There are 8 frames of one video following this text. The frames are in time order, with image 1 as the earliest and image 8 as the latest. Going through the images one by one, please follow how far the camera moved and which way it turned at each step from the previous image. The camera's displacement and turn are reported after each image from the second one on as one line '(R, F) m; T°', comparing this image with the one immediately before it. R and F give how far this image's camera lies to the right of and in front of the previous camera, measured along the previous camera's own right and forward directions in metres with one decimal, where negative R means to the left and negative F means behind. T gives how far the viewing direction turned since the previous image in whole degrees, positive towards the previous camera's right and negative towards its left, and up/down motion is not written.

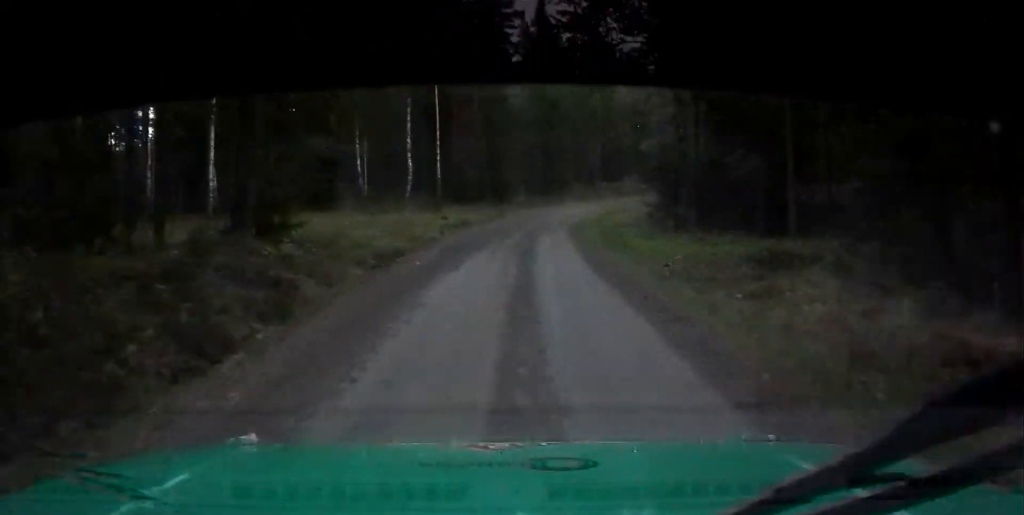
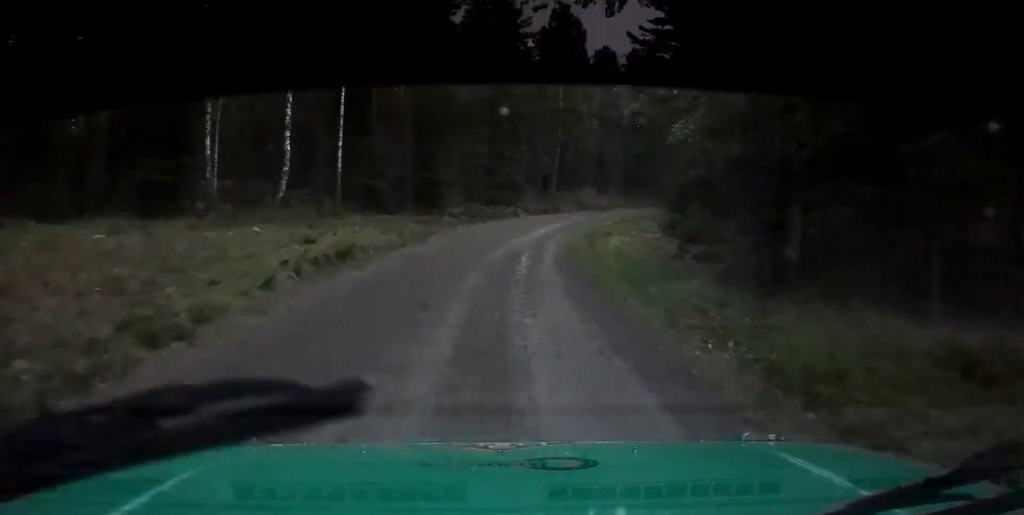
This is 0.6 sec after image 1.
(-0.6, +18.7) m; +1°
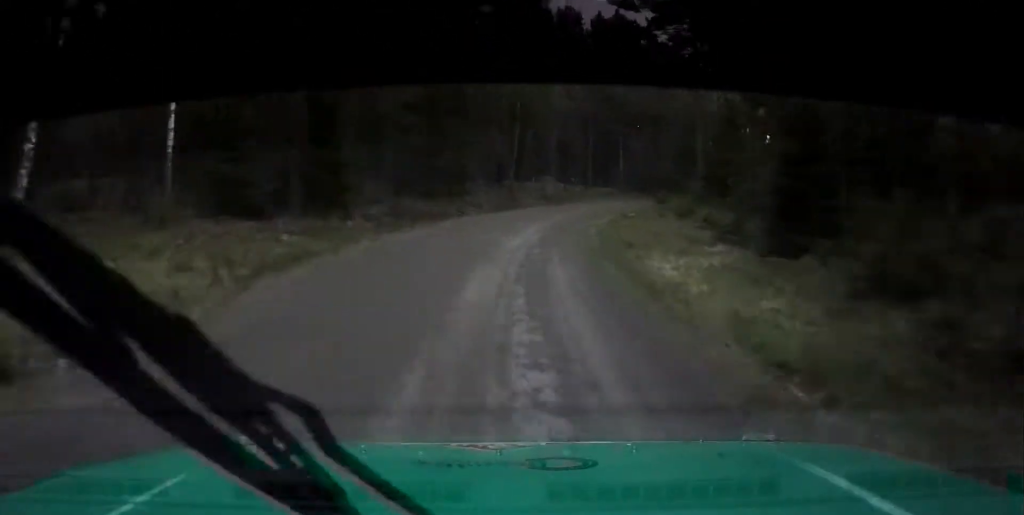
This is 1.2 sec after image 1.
(-0.2, +16.7) m; +2°
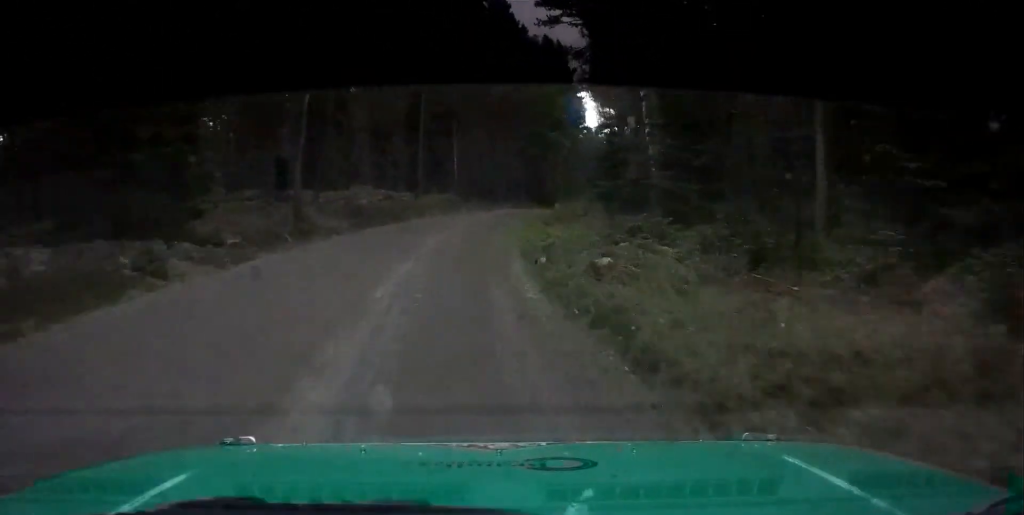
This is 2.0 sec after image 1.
(+0.6, +22.4) m; +7°
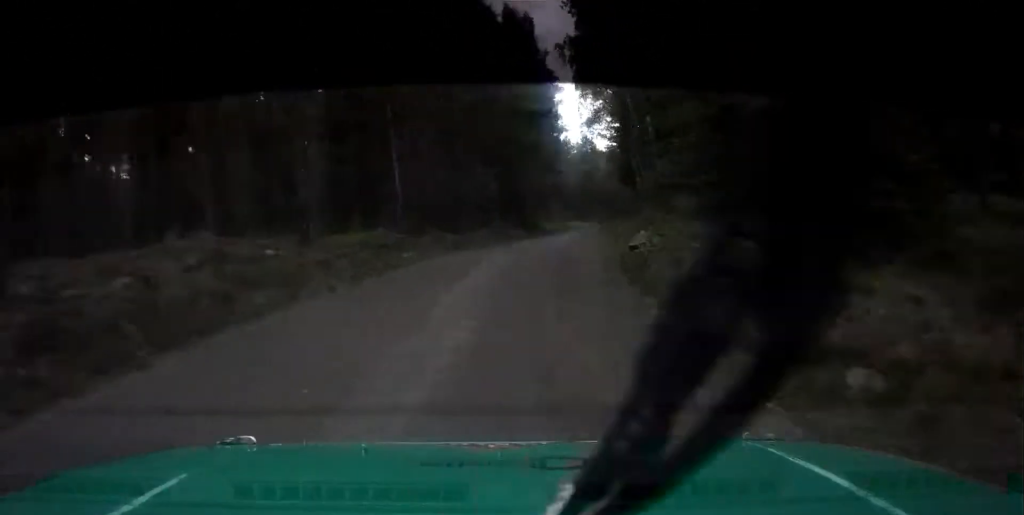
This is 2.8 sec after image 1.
(+2.1, +23.5) m; +9°
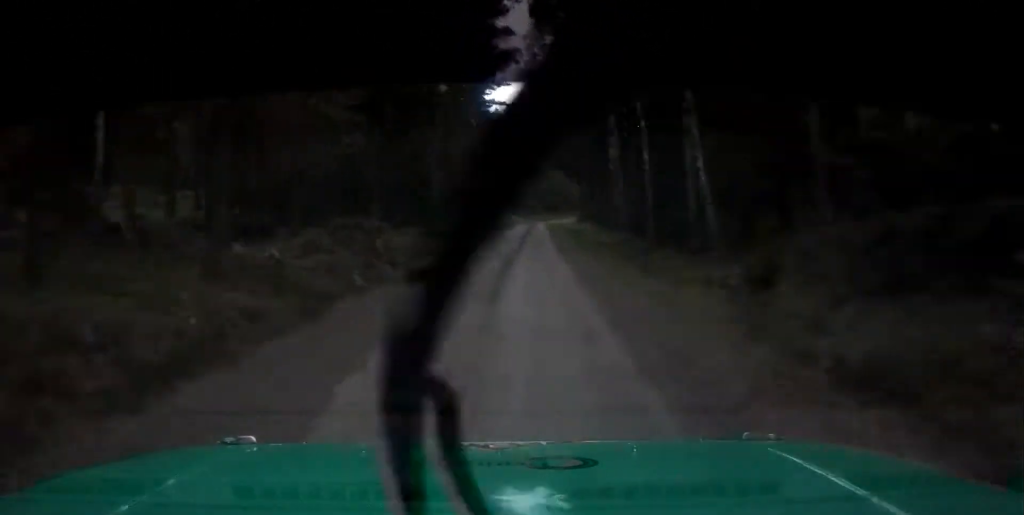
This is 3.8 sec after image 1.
(+3.4, +31.0) m; +12°
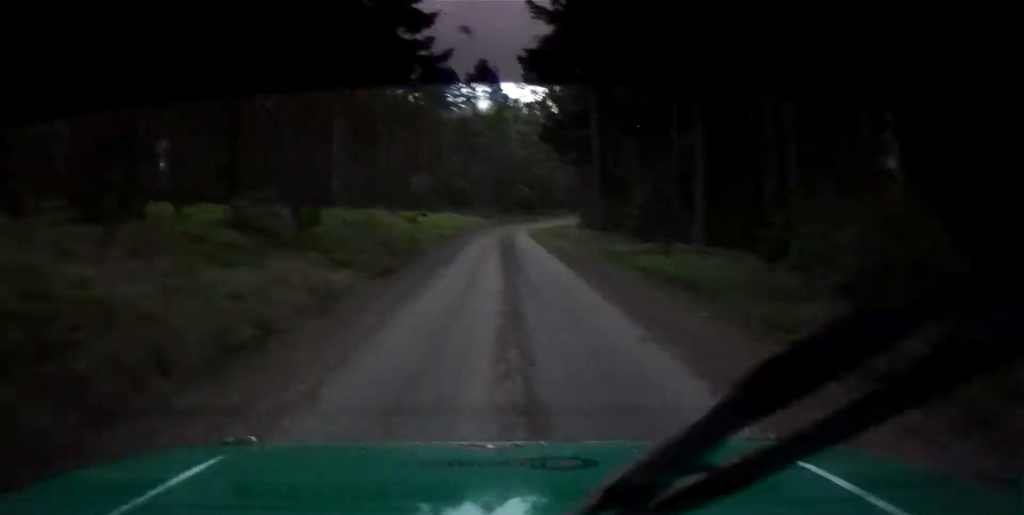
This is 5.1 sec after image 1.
(+4.5, +42.3) m; +9°
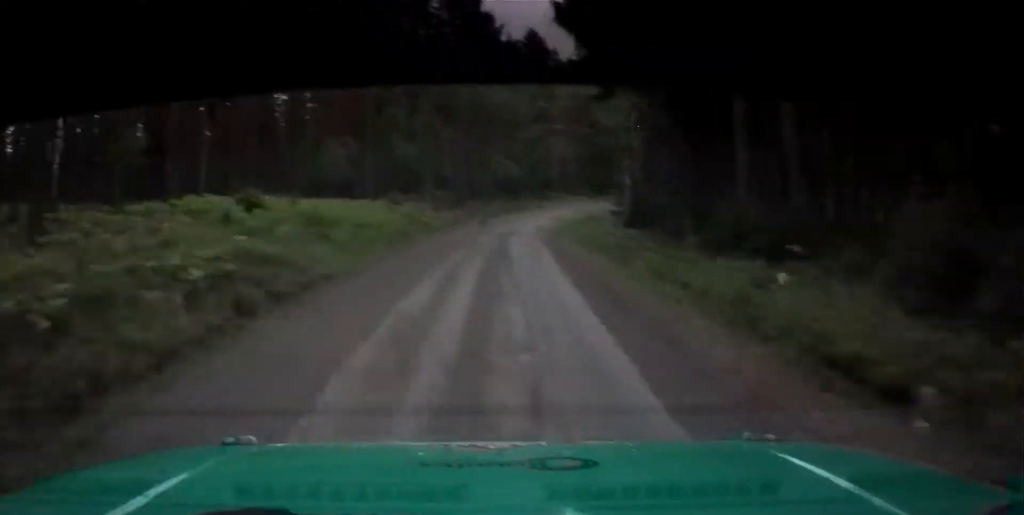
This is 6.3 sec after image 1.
(+1.3, +41.4) m; +3°
